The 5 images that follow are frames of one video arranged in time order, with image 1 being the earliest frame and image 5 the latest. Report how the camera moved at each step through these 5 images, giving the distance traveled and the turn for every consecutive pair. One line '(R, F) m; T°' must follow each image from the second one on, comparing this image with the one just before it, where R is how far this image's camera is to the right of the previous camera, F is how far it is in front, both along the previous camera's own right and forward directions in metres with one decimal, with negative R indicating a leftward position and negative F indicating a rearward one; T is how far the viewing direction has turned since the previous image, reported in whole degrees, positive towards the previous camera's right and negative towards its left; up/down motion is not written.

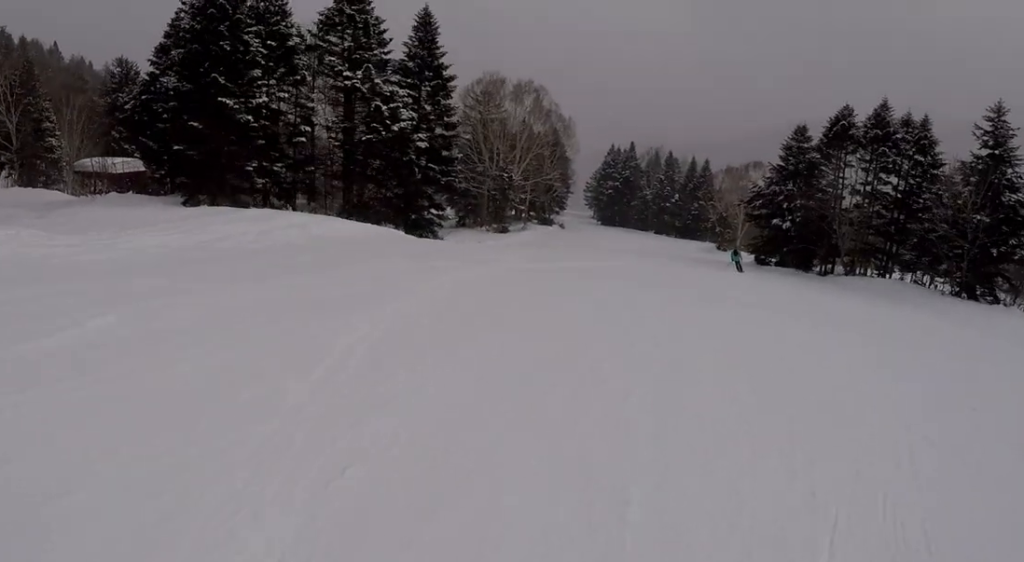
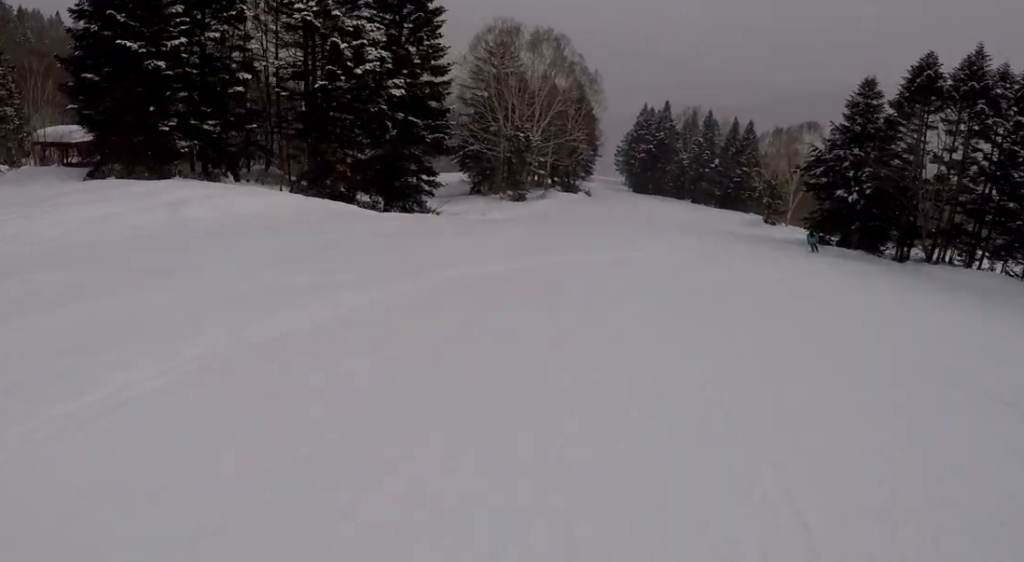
(-0.1, +8.6) m; 0°
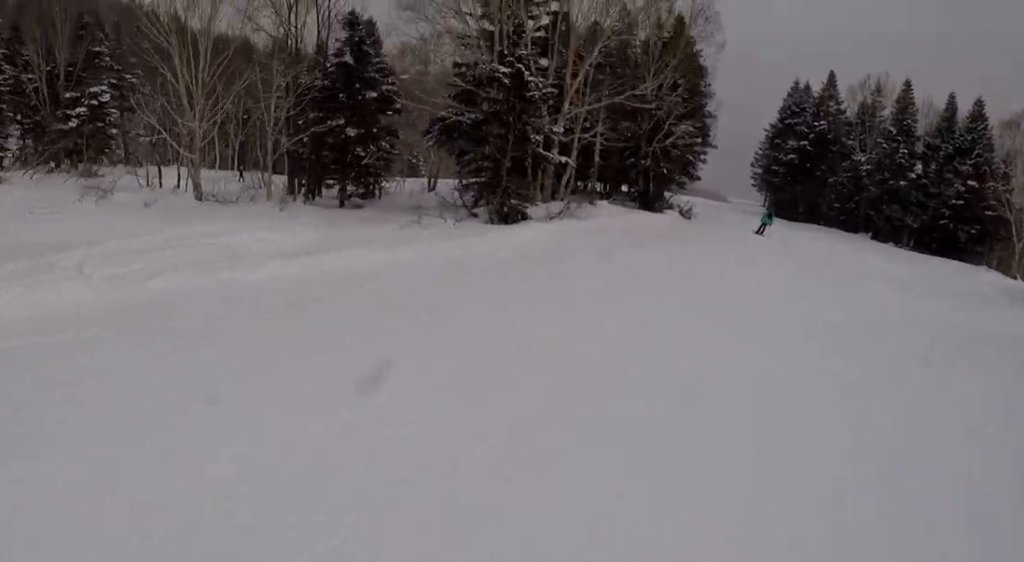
(-1.3, +37.0) m; -6°
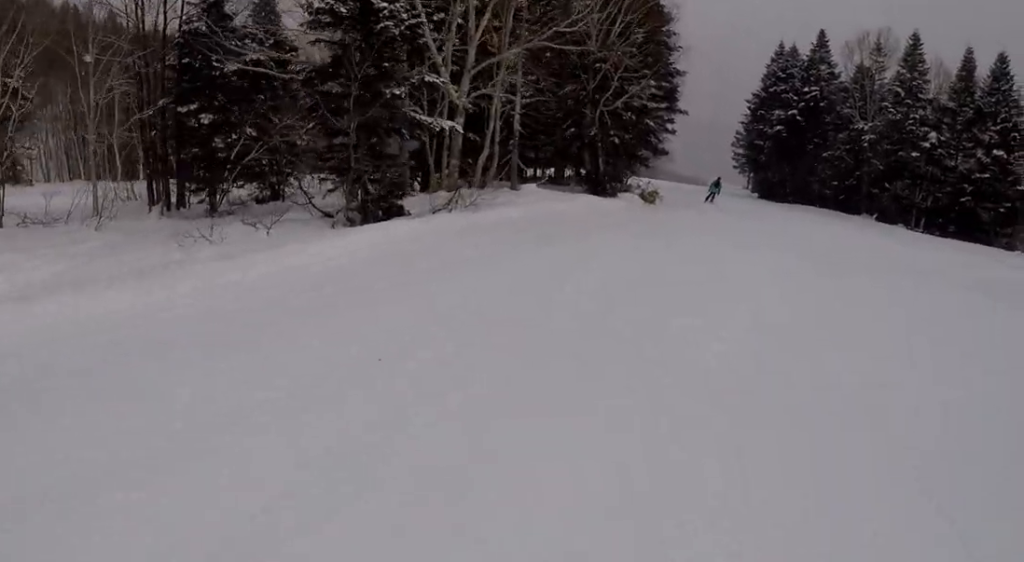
(0.0, +9.8) m; 0°
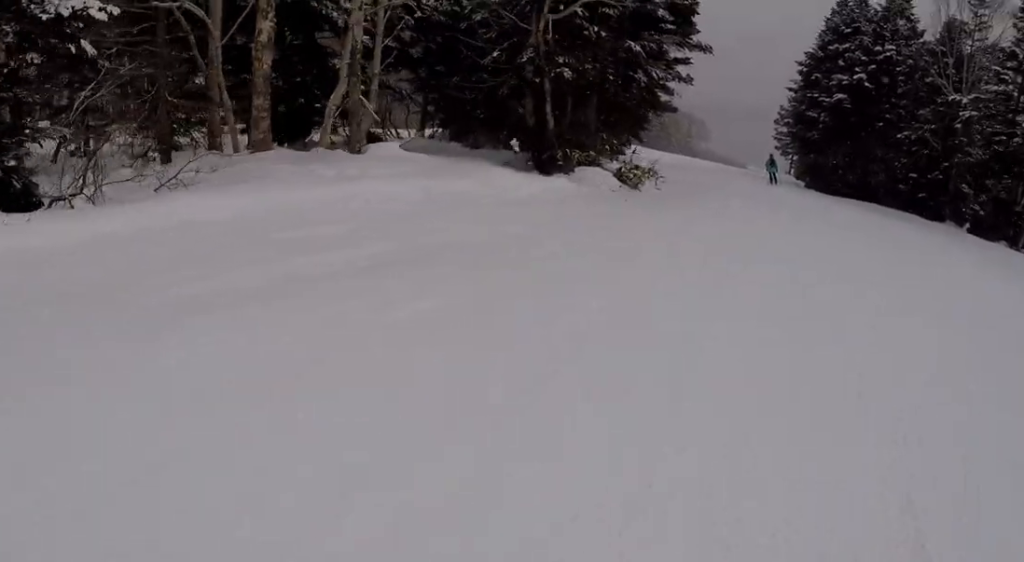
(0.0, +12.9) m; +1°
